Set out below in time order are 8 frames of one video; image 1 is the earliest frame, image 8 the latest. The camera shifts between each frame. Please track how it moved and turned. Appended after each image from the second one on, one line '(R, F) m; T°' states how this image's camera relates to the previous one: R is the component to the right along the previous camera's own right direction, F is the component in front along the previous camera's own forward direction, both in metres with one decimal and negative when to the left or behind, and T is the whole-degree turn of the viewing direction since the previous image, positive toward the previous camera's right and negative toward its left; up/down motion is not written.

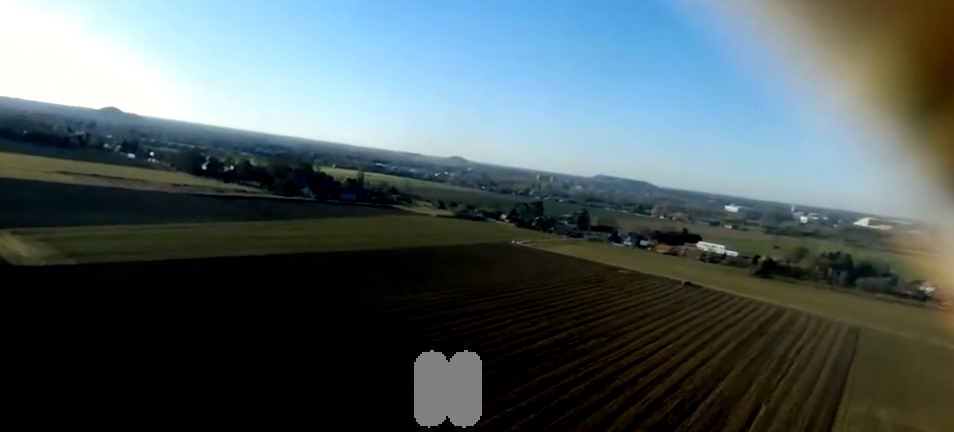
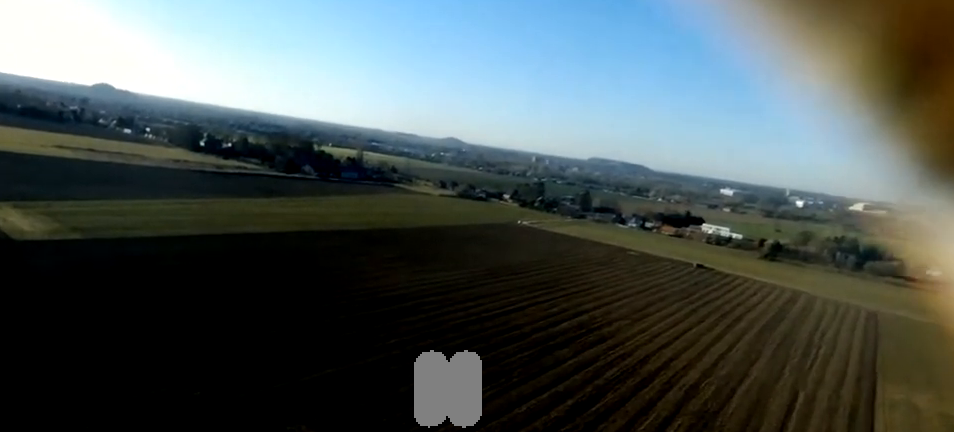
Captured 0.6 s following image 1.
(-0.2, +12.8) m; +2°
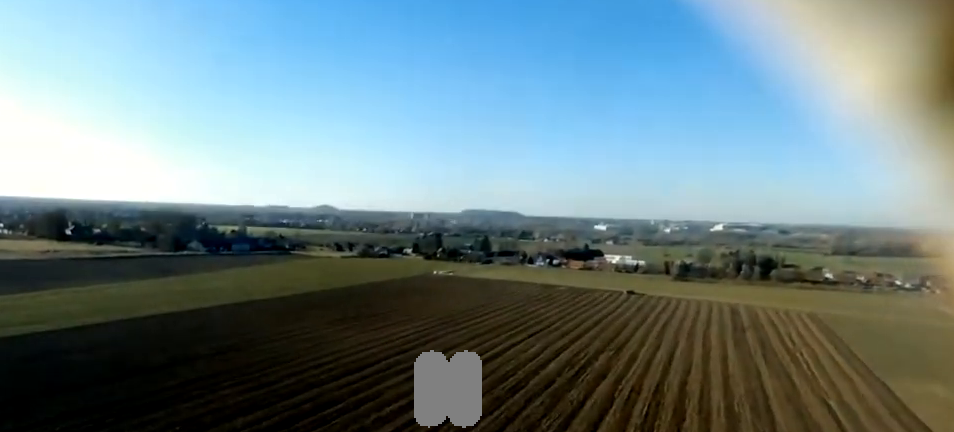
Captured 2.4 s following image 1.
(+2.5, +28.1) m; +6°
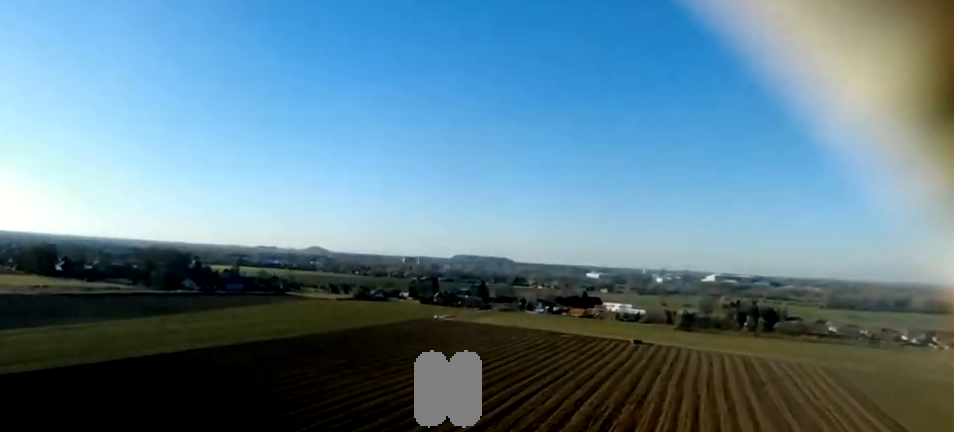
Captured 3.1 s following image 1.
(0.0, +11.0) m; 0°
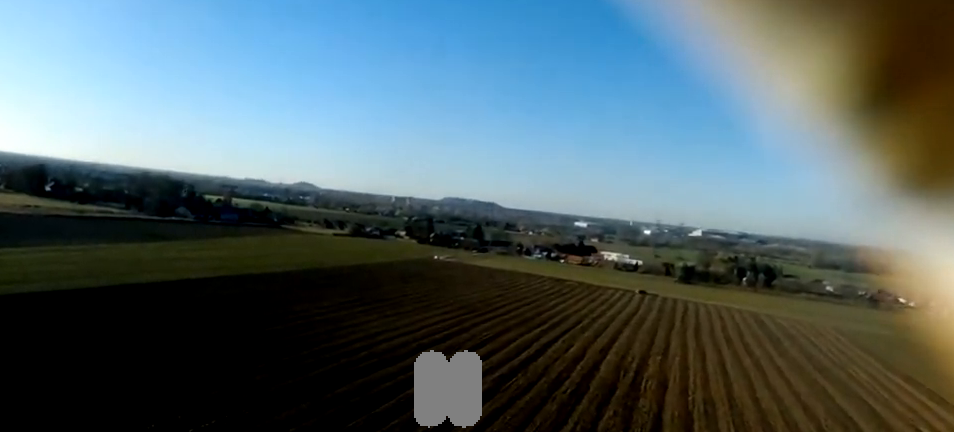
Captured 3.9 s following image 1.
(0.0, +14.9) m; +1°
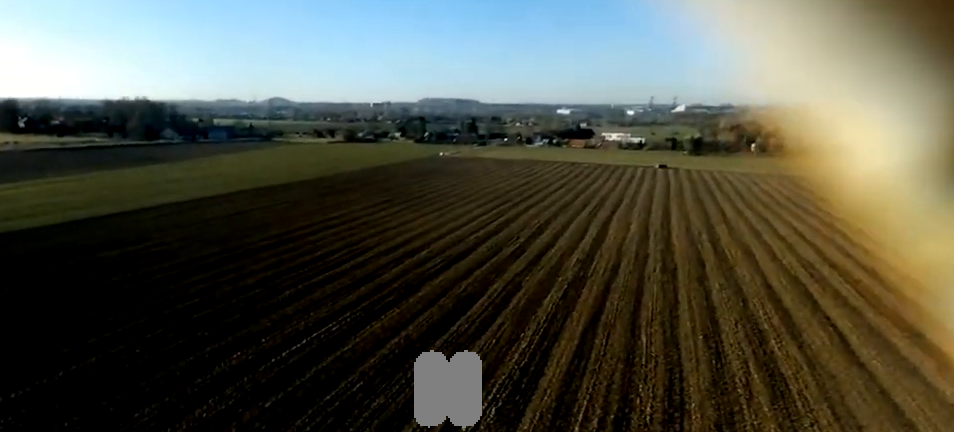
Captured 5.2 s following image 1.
(+1.1, +18.6) m; +7°
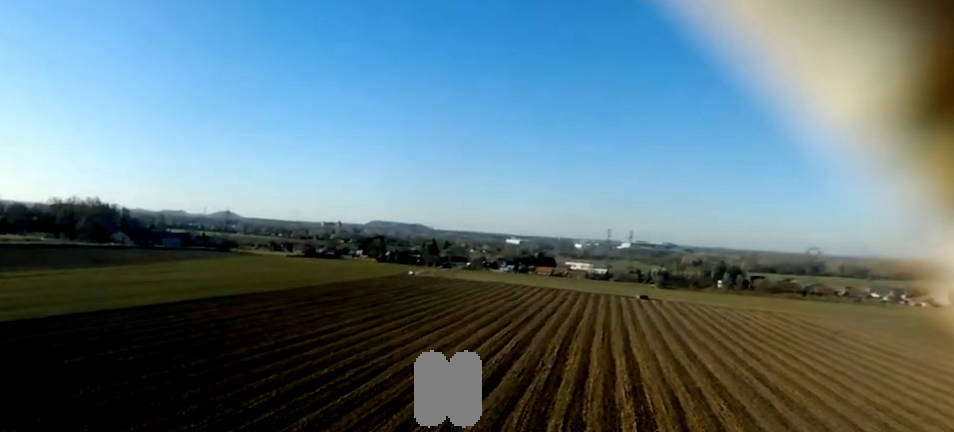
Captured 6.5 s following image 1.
(+0.9, +22.4) m; +2°
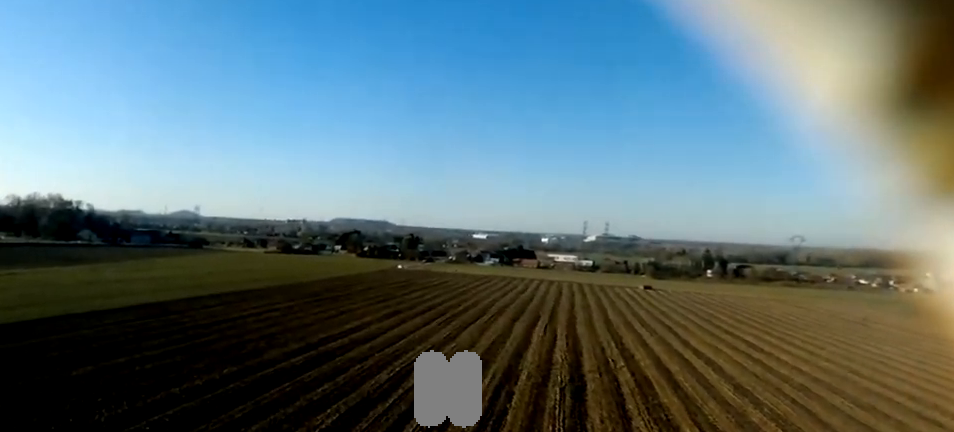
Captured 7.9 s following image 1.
(+0.1, +22.0) m; +1°
